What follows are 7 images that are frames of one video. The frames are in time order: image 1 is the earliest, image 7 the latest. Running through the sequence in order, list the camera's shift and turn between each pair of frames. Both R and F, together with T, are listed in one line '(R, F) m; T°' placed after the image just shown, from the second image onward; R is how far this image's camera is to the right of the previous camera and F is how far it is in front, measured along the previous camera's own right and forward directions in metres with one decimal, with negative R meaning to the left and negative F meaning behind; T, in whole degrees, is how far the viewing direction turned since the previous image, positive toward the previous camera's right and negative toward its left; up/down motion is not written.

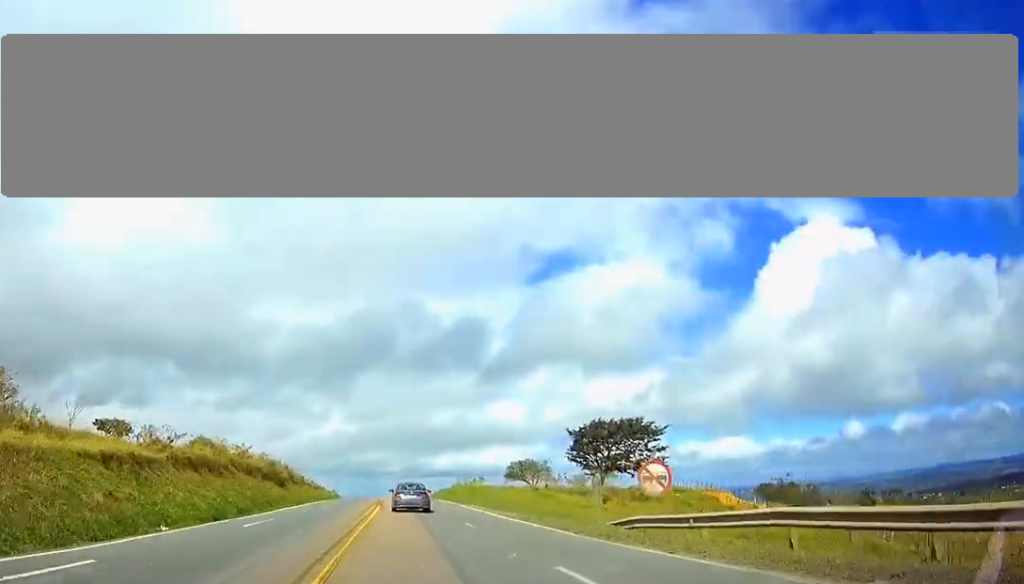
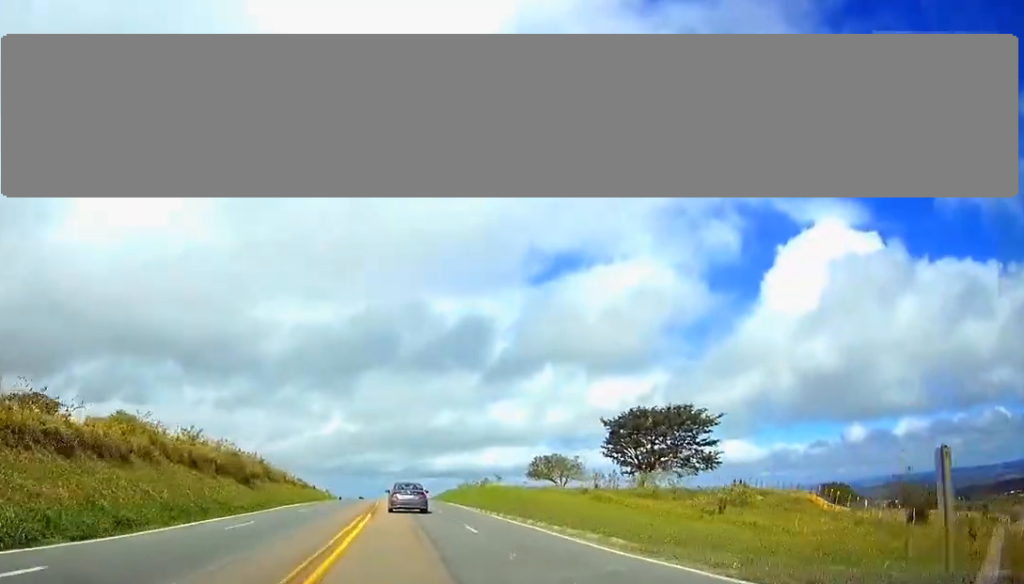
(+0.1, +17.6) m; 0°
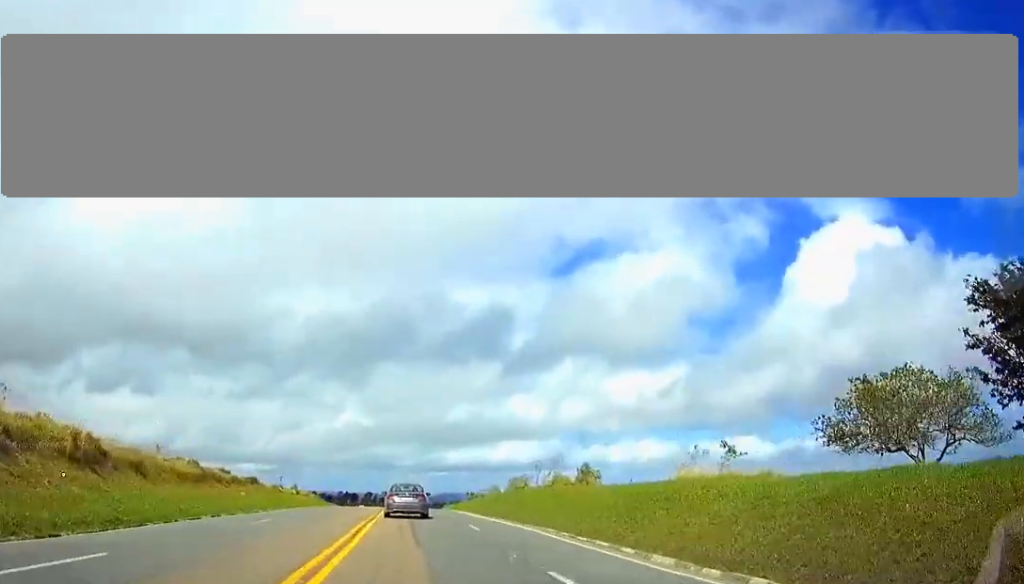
(0.0, +62.1) m; 0°
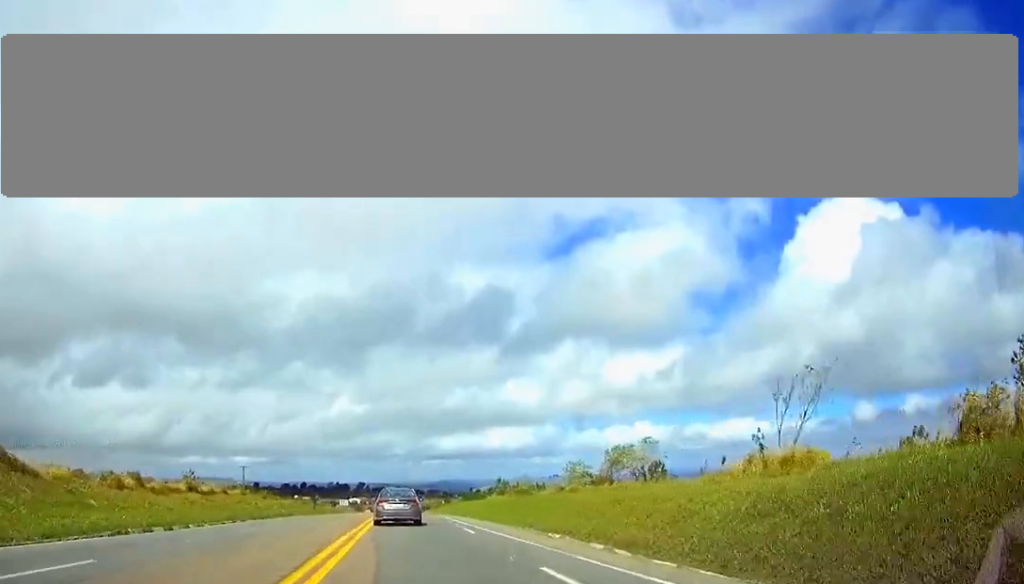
(-0.1, +48.7) m; 0°
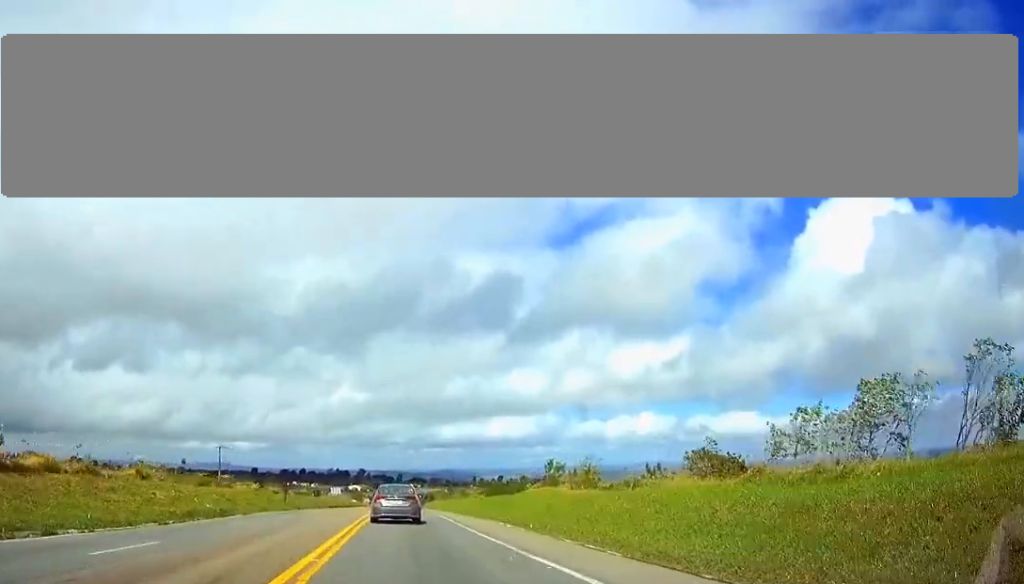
(-0.1, +28.3) m; 0°
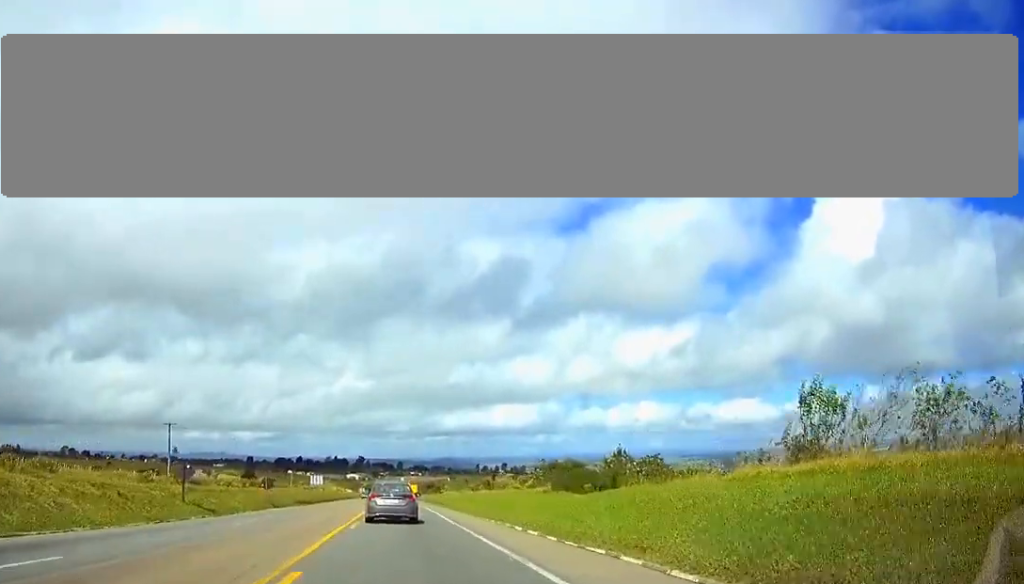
(+0.1, +37.5) m; 0°
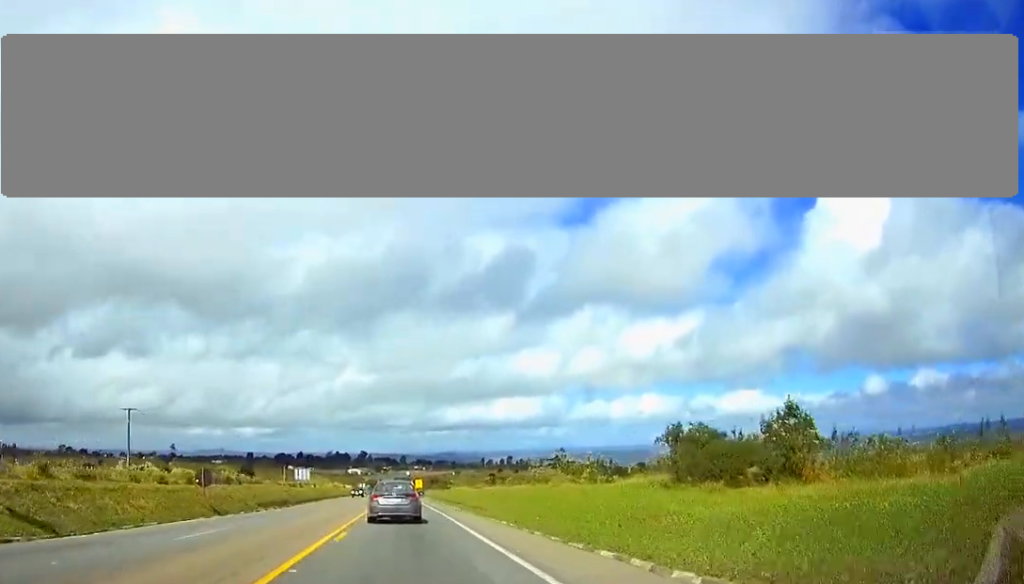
(0.0, +21.5) m; 0°
